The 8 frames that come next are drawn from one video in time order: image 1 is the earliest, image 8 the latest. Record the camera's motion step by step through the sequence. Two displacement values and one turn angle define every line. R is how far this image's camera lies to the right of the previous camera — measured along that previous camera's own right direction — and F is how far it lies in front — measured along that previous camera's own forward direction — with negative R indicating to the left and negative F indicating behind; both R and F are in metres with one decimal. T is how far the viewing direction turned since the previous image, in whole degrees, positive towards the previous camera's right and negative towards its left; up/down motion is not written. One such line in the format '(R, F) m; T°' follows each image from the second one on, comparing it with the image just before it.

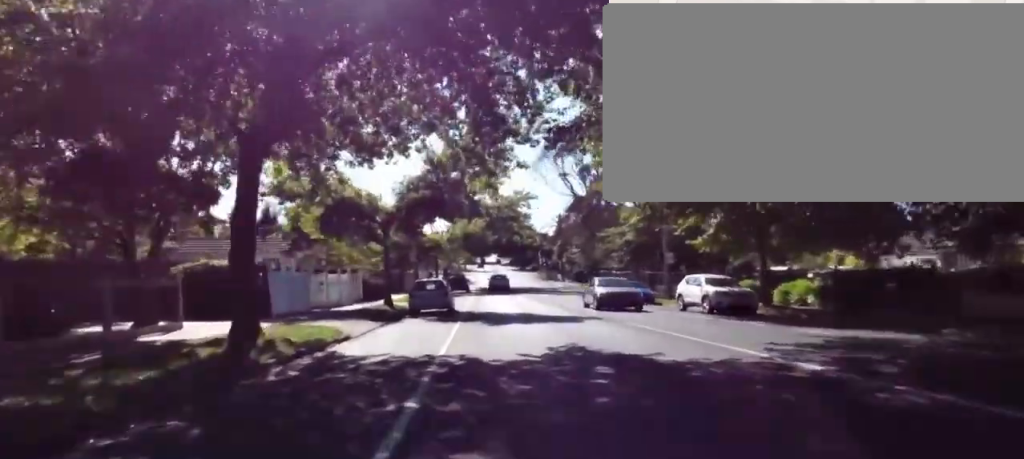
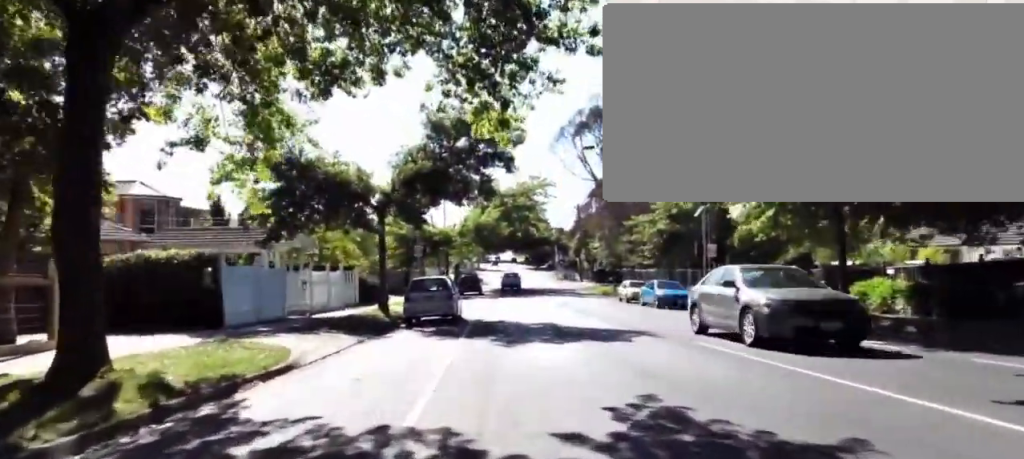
(+0.2, +4.4) m; +2°
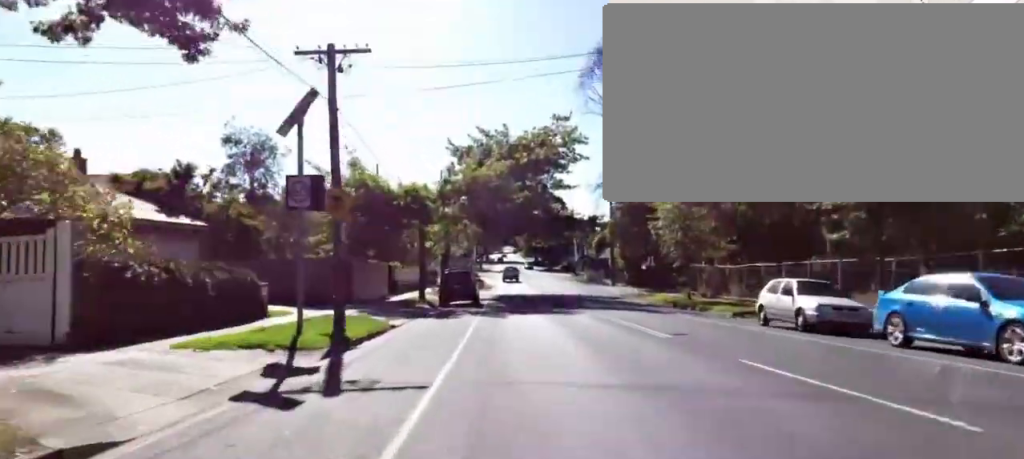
(+0.4, +22.2) m; -1°
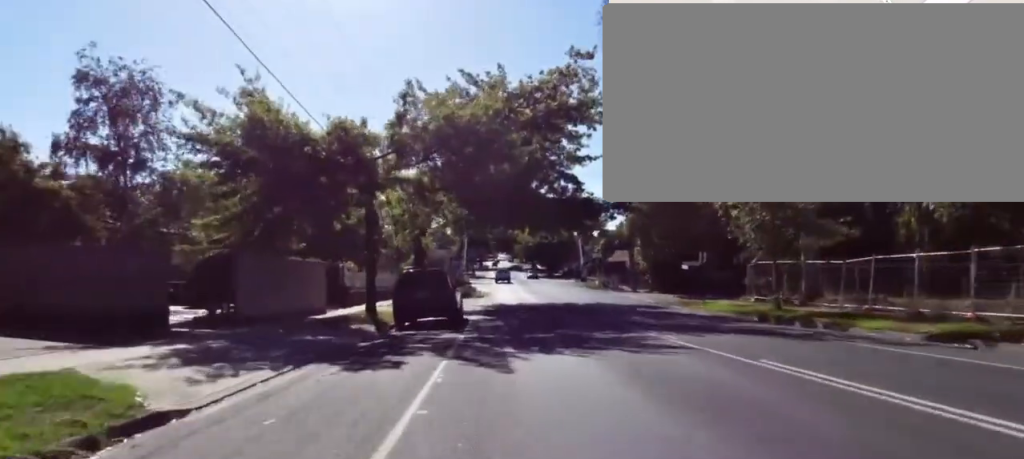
(0.0, +12.3) m; +3°
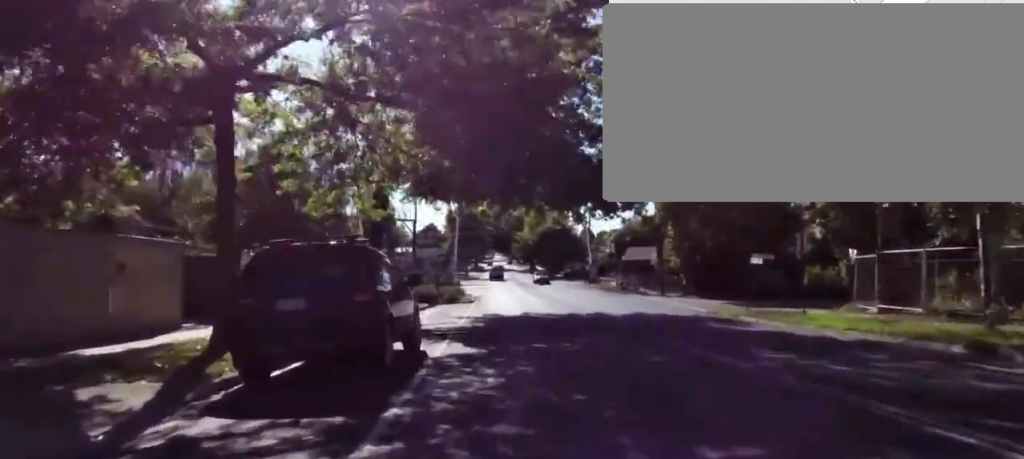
(+0.4, +10.7) m; +2°
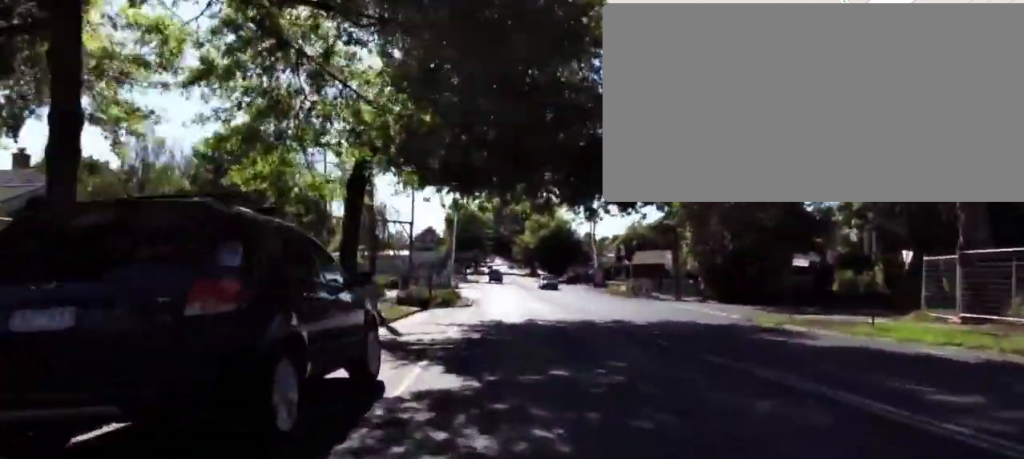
(0.0, +3.7) m; 0°
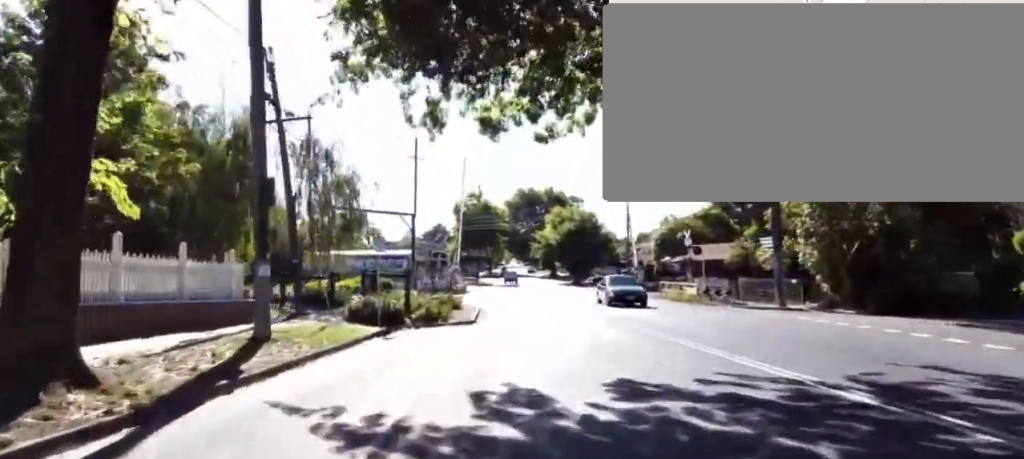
(0.0, +12.0) m; +1°
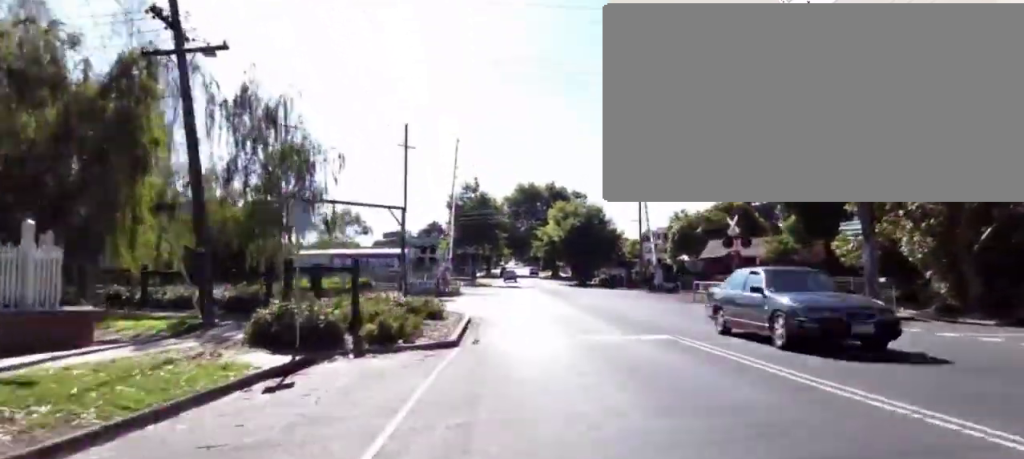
(0.0, +6.7) m; +2°
